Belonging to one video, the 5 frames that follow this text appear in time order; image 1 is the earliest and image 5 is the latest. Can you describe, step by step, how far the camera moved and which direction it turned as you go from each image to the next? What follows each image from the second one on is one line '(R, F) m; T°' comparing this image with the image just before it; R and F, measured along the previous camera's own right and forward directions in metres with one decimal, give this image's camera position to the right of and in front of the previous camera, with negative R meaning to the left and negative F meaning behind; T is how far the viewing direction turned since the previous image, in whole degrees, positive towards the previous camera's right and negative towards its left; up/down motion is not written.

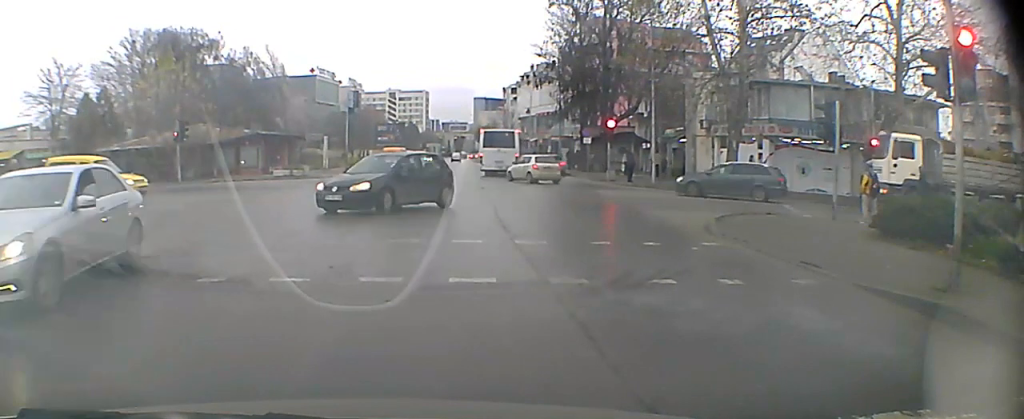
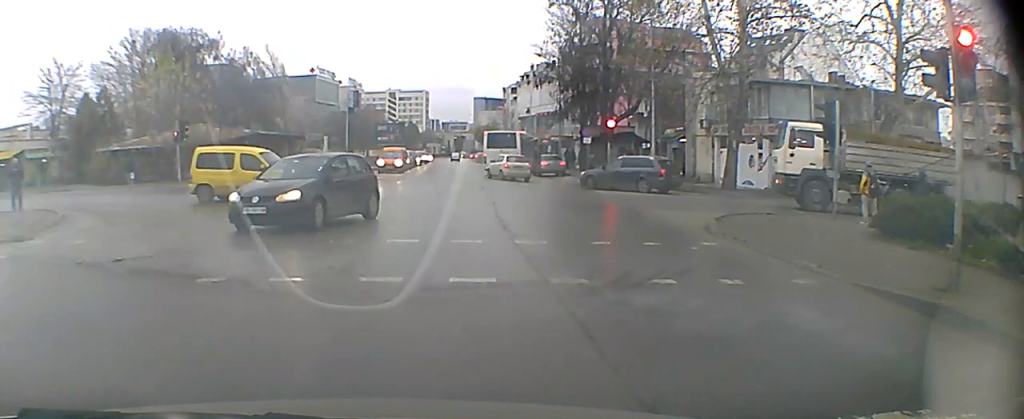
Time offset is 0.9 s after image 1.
(0.0, 0.0) m; 0°
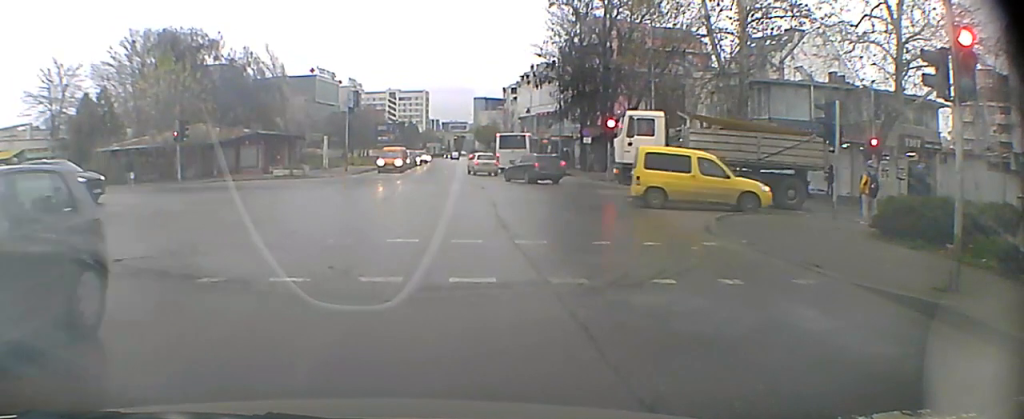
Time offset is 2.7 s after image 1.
(0.0, 0.0) m; 0°
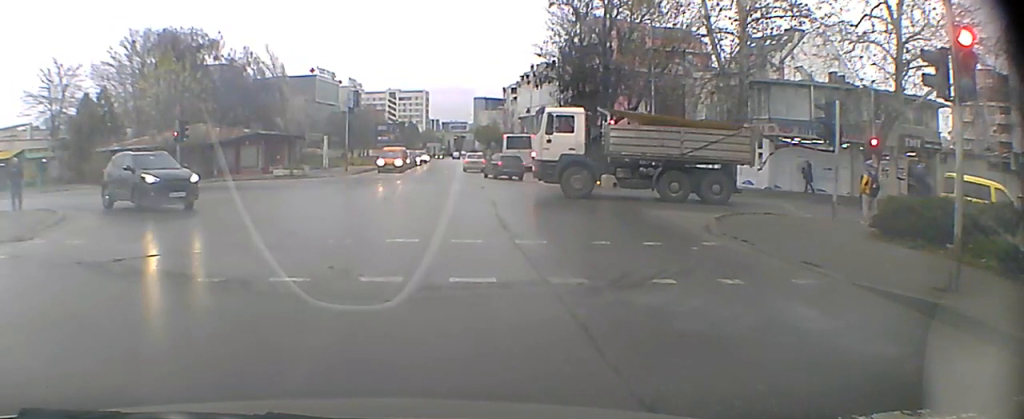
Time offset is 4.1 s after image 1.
(0.0, 0.0) m; 0°
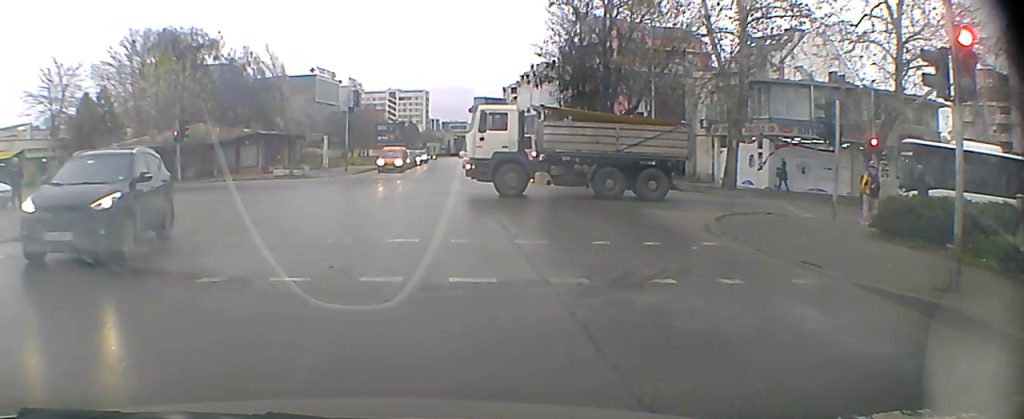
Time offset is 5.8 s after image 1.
(0.0, 0.0) m; 0°
